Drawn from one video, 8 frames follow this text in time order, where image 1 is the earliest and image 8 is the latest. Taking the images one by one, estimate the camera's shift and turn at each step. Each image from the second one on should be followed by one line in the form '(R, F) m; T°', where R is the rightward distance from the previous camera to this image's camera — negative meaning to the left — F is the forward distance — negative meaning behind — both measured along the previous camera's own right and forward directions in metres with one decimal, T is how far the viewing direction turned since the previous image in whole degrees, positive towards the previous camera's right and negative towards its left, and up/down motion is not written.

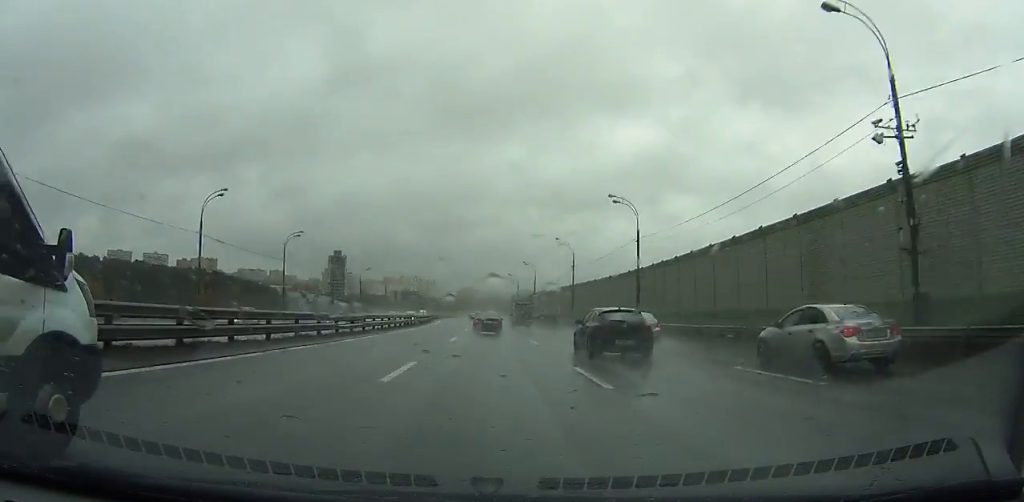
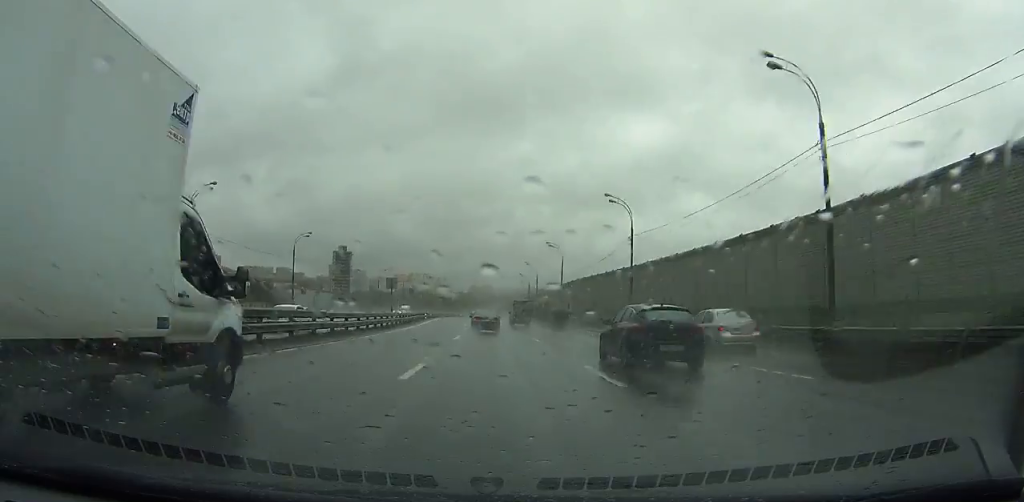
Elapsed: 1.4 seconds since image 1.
(+0.3, +31.9) m; 0°
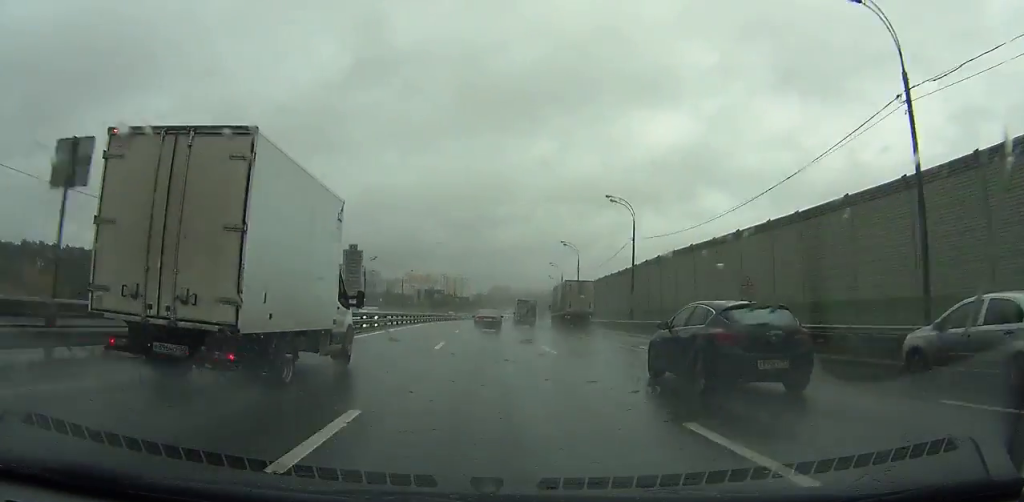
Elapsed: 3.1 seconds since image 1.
(-0.7, +39.0) m; -1°
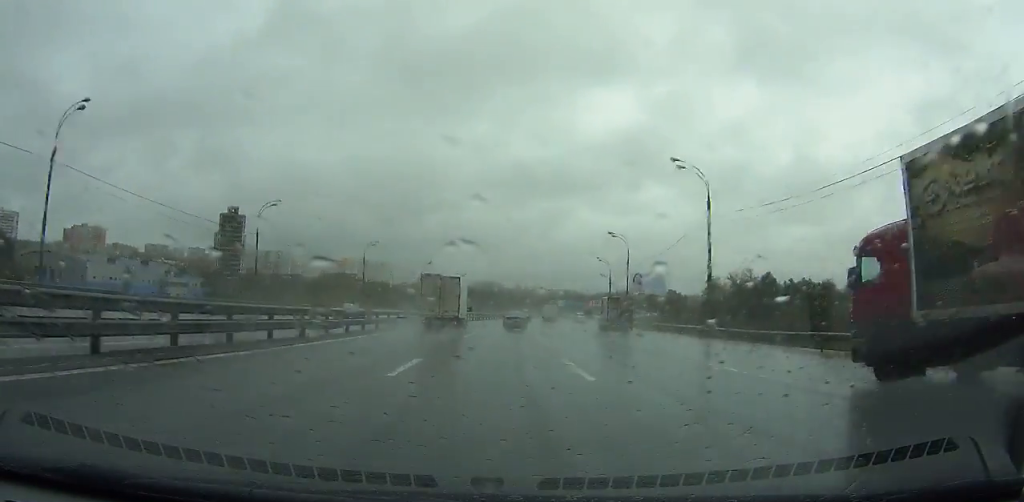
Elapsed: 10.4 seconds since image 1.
(-1.7, +168.5) m; +3°
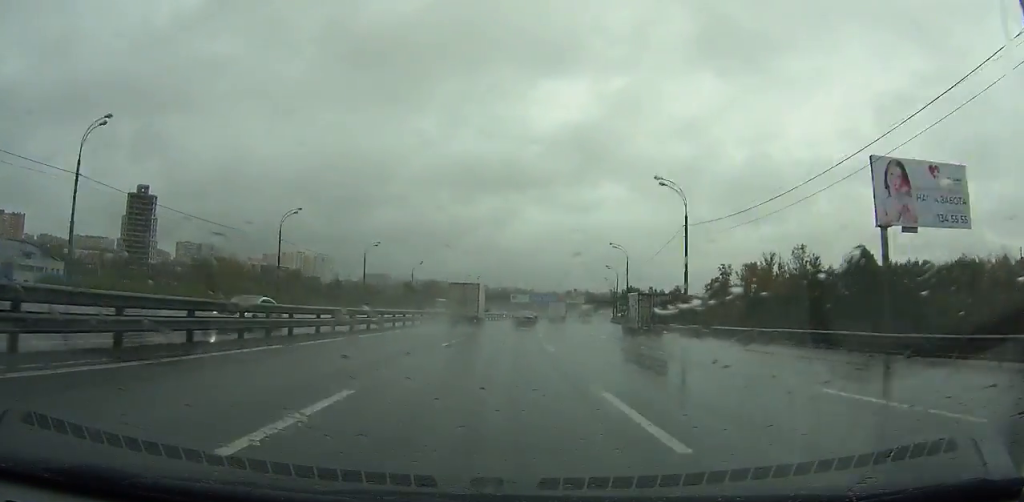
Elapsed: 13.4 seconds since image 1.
(+3.3, +70.2) m; +6°
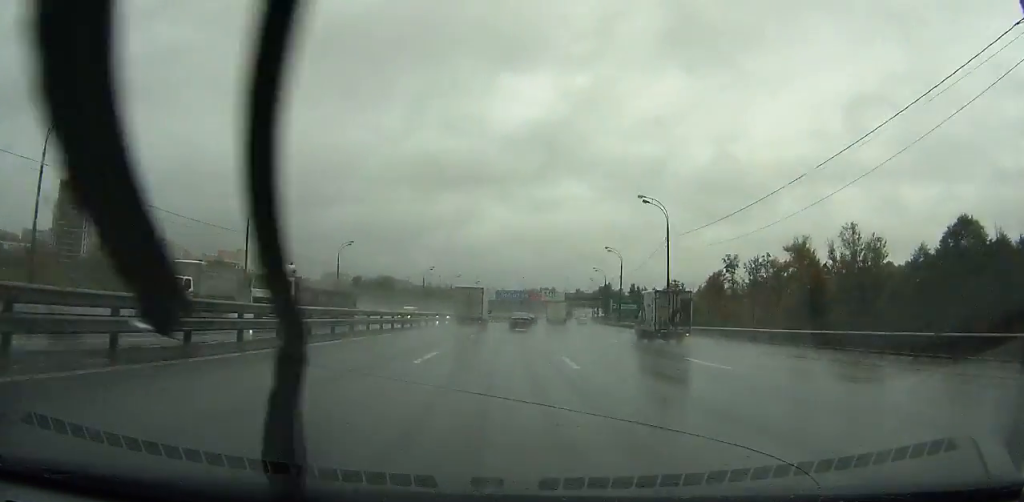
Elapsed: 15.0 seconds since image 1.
(+1.8, +38.0) m; +3°
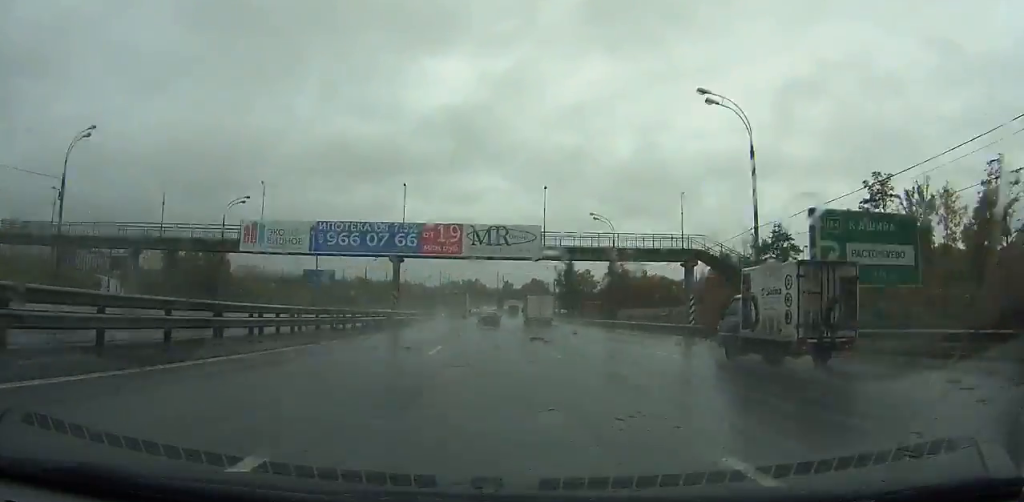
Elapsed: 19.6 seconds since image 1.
(+8.5, +110.7) m; +8°
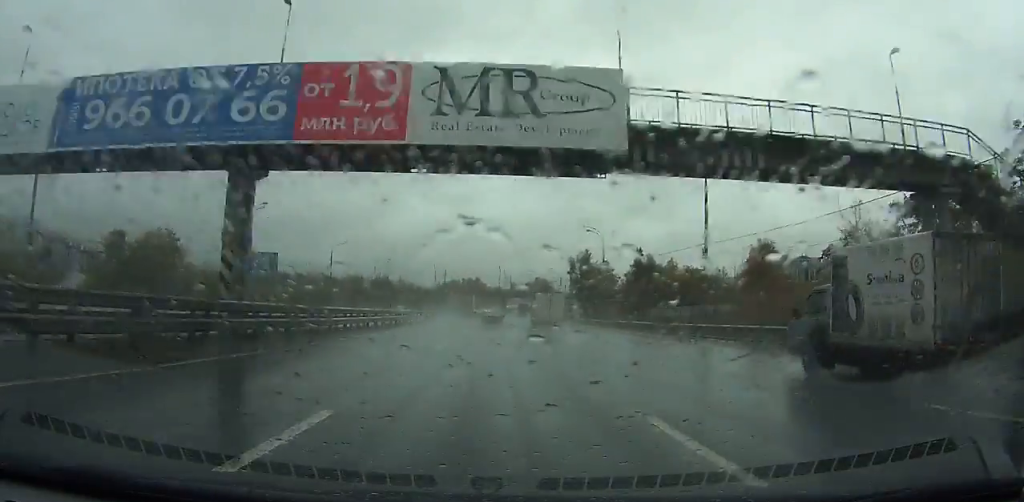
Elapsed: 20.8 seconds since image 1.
(+1.0, +29.6) m; +1°
